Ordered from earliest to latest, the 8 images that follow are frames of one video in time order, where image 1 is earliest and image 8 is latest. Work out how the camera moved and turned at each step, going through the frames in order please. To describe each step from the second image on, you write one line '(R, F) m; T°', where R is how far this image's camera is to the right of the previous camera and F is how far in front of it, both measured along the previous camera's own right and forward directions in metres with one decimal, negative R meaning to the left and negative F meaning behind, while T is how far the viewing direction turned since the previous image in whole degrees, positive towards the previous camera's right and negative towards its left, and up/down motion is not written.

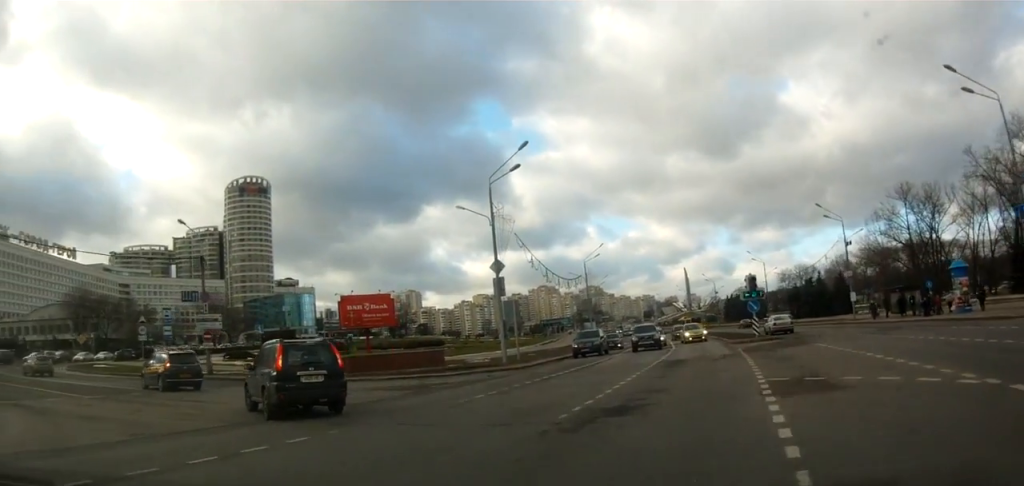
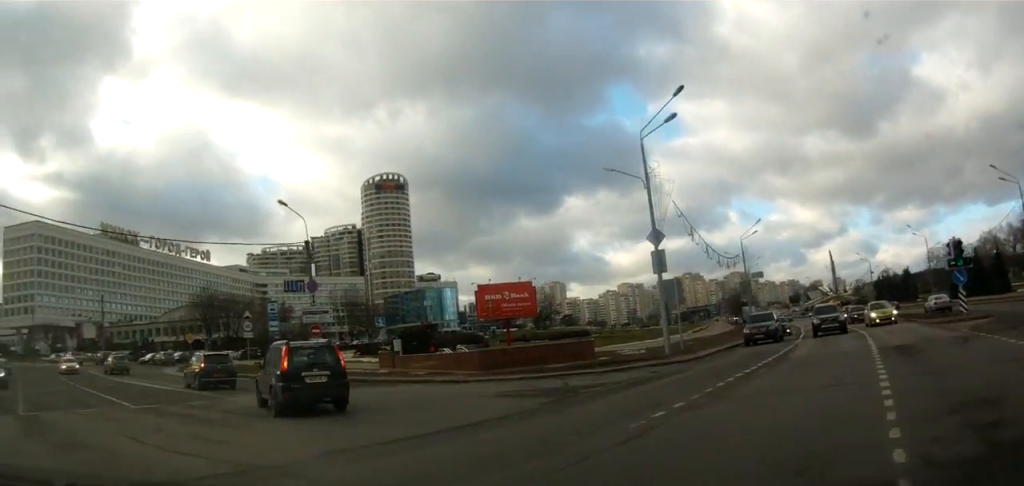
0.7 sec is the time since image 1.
(-0.7, +5.9) m; -13°
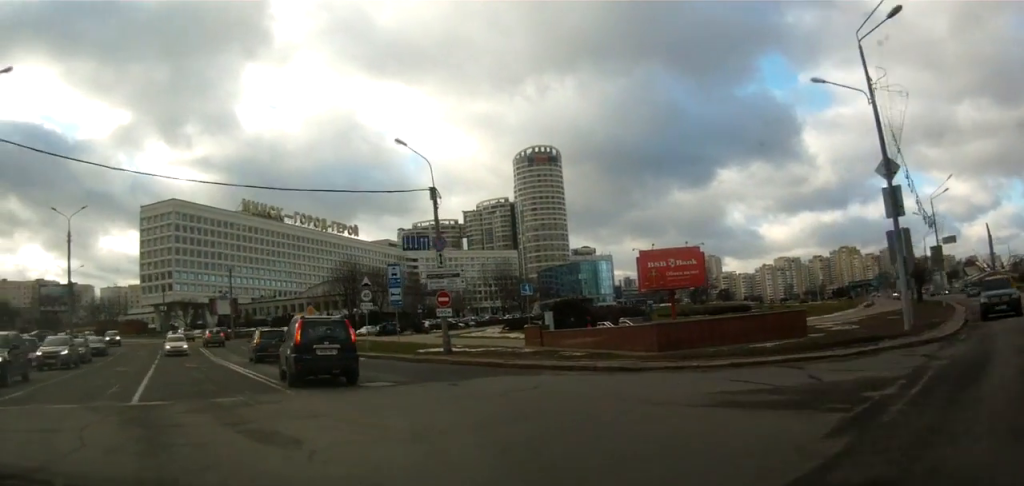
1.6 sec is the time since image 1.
(-1.0, +7.7) m; -13°
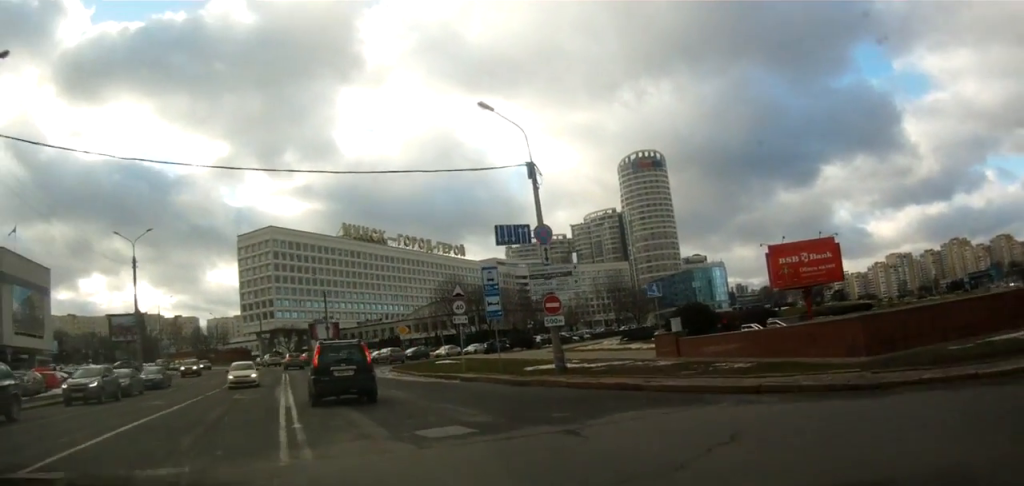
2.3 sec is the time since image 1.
(-0.6, +6.3) m; -9°
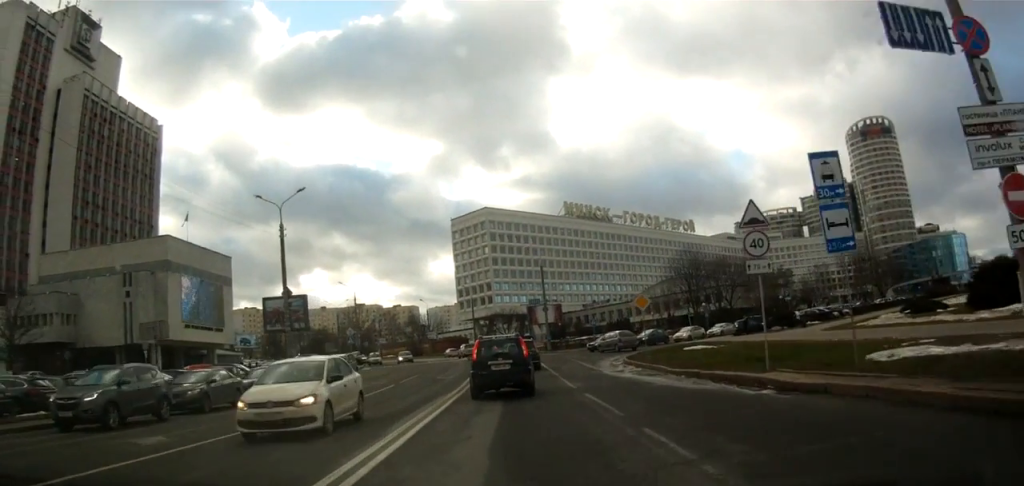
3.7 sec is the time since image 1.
(-2.2, +13.7) m; -16°
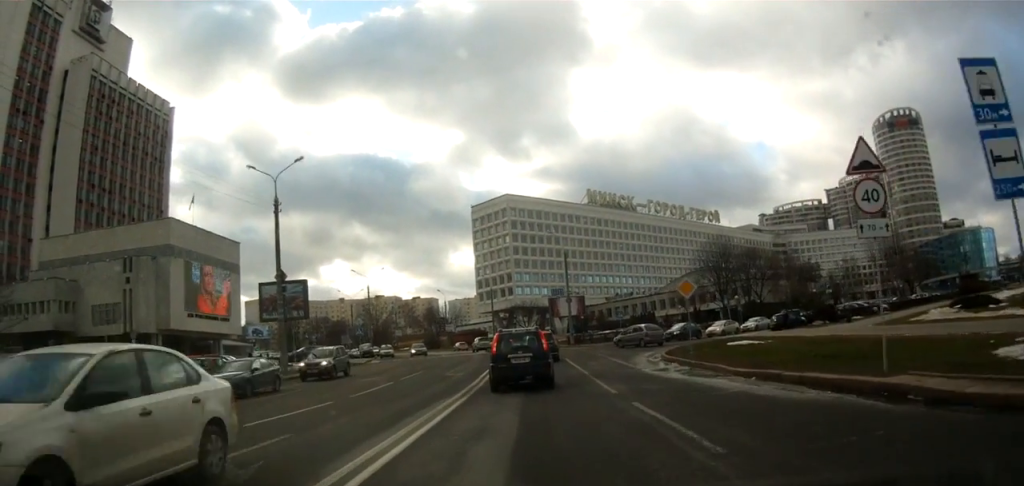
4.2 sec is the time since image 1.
(-0.2, +4.8) m; -2°
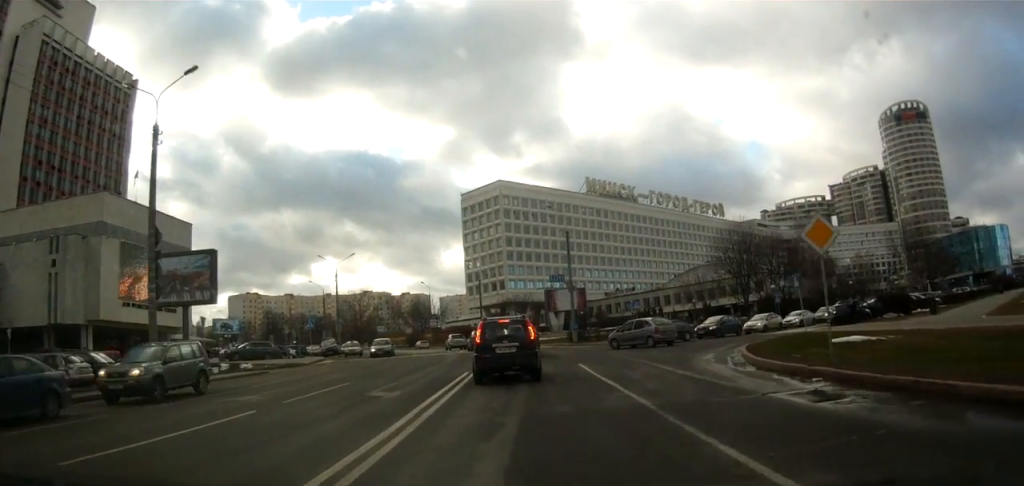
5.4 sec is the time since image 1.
(-0.3, +12.6) m; -2°
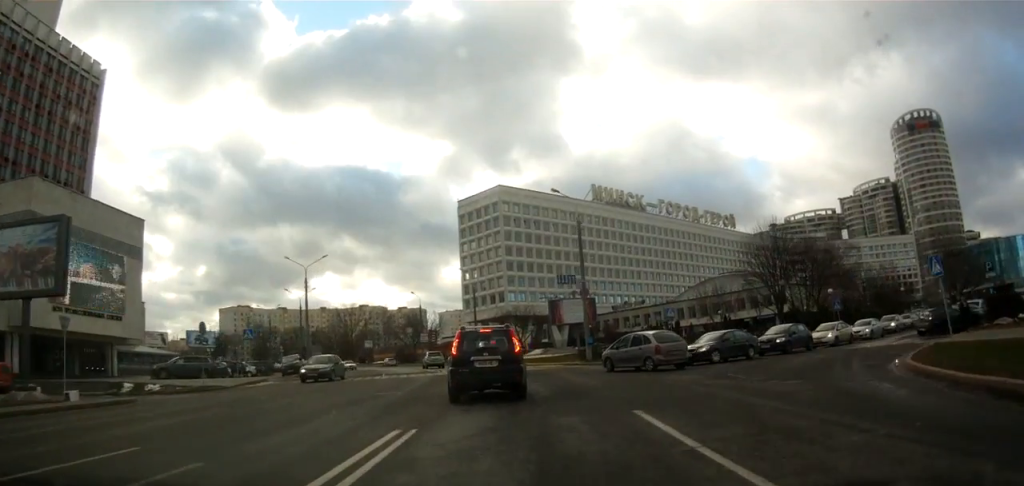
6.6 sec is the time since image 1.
(0.0, +11.2) m; -1°
